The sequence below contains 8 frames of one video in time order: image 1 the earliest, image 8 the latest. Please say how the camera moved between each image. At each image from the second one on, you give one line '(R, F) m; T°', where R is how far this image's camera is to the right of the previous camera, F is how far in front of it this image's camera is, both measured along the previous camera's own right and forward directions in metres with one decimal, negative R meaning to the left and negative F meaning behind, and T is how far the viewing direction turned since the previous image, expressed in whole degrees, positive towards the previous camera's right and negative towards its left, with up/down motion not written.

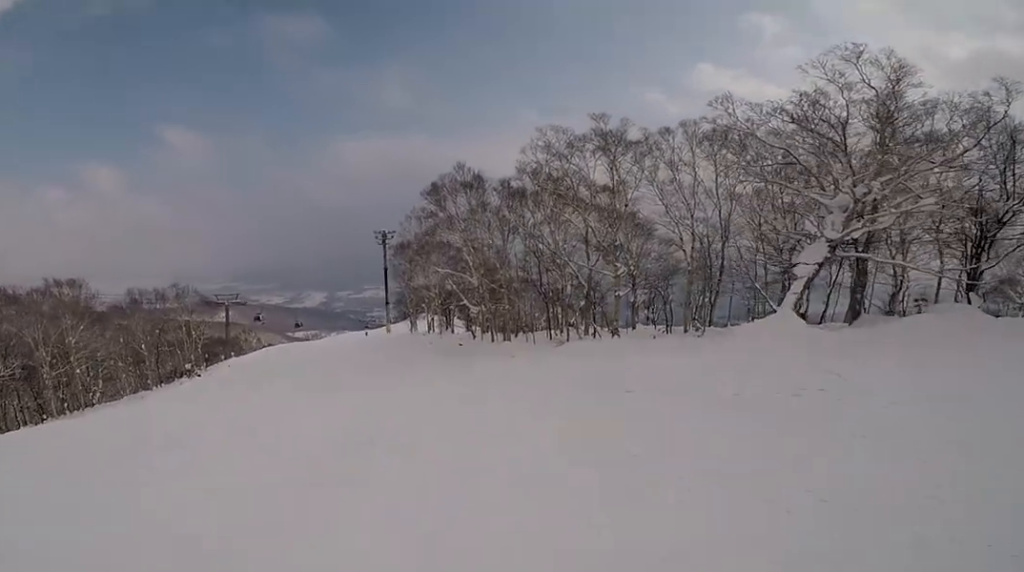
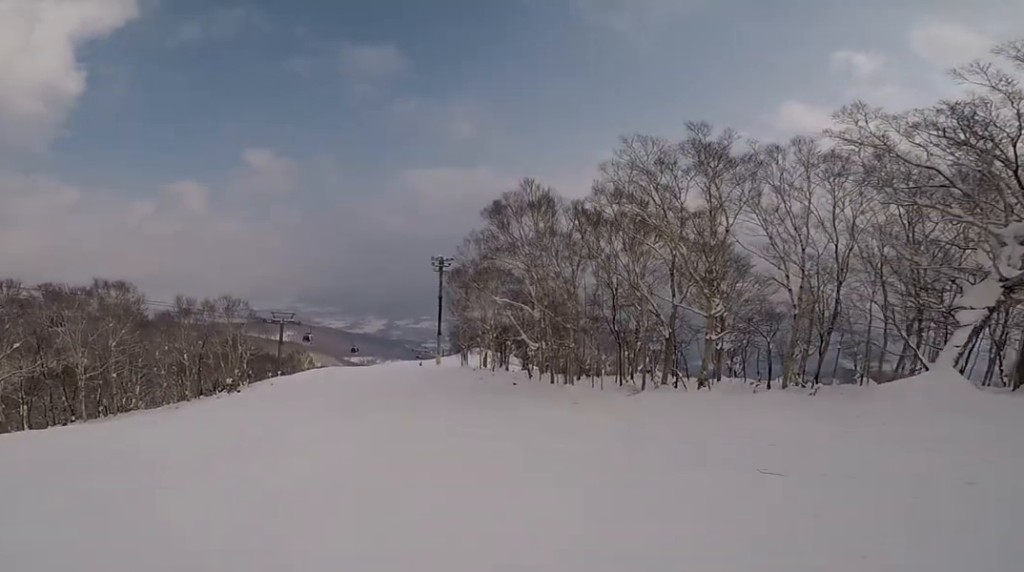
(-0.3, +3.6) m; -4°
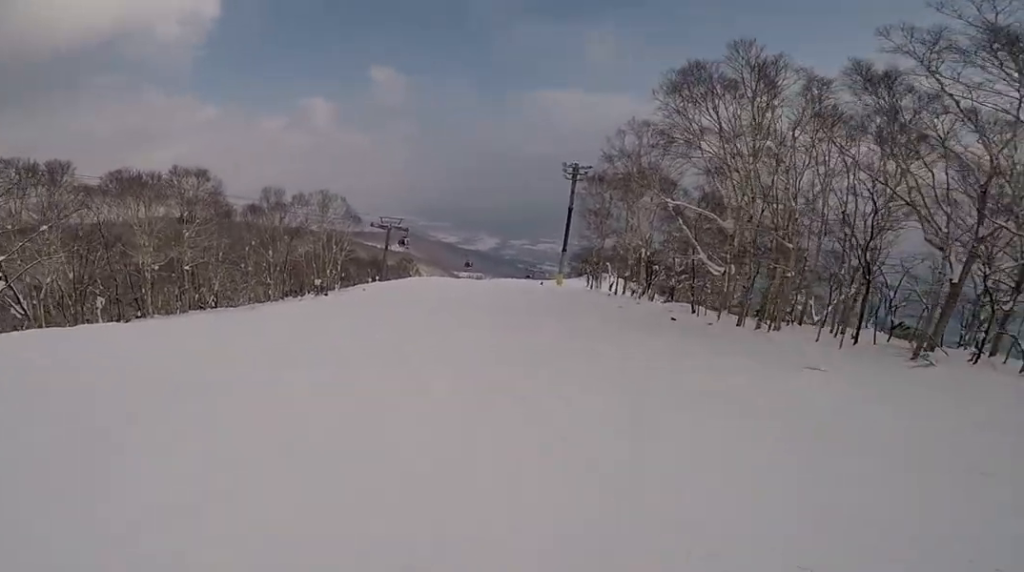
(0.0, +8.6) m; +4°
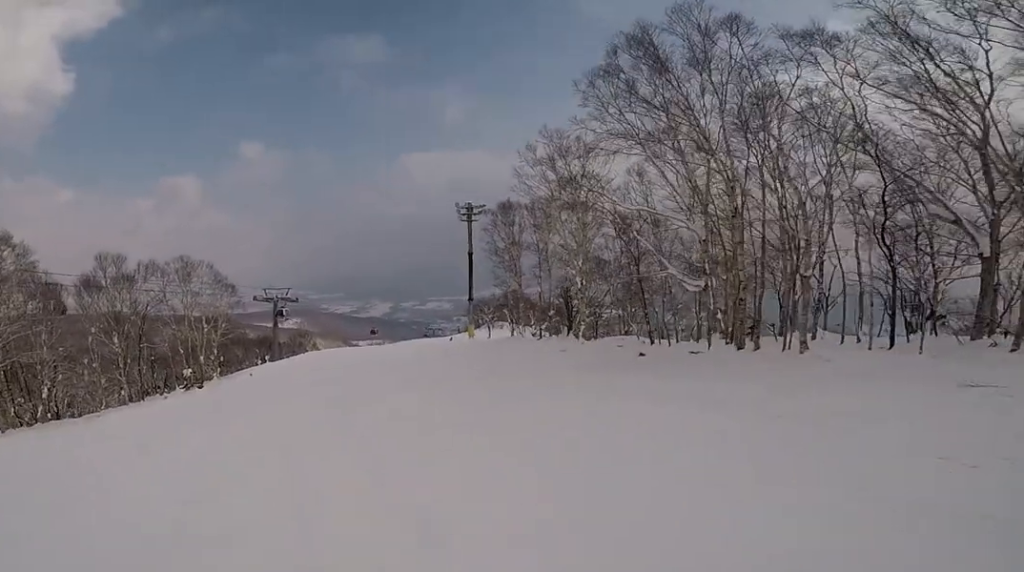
(+0.5, +7.1) m; +8°
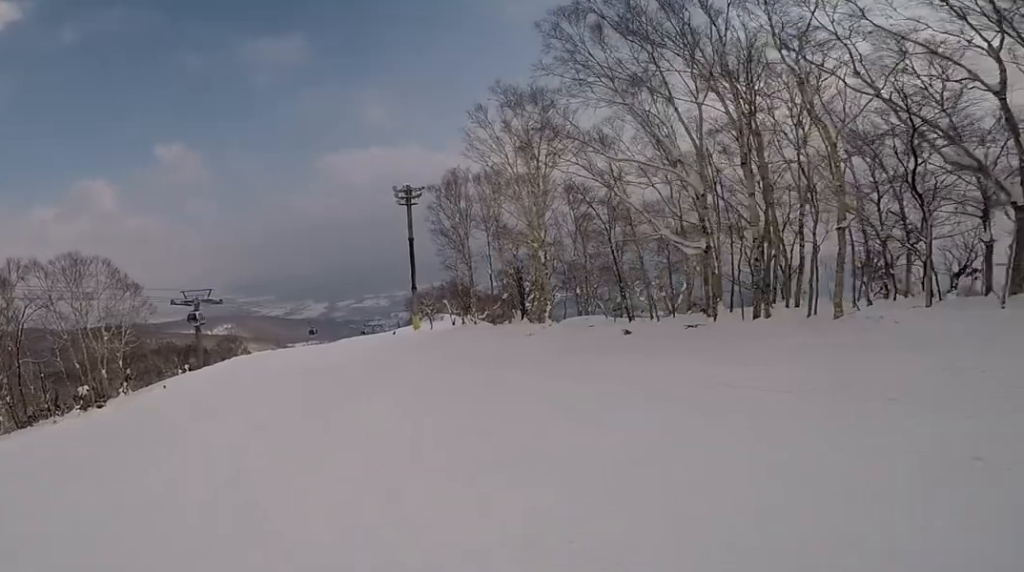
(+0.8, +3.9) m; 0°
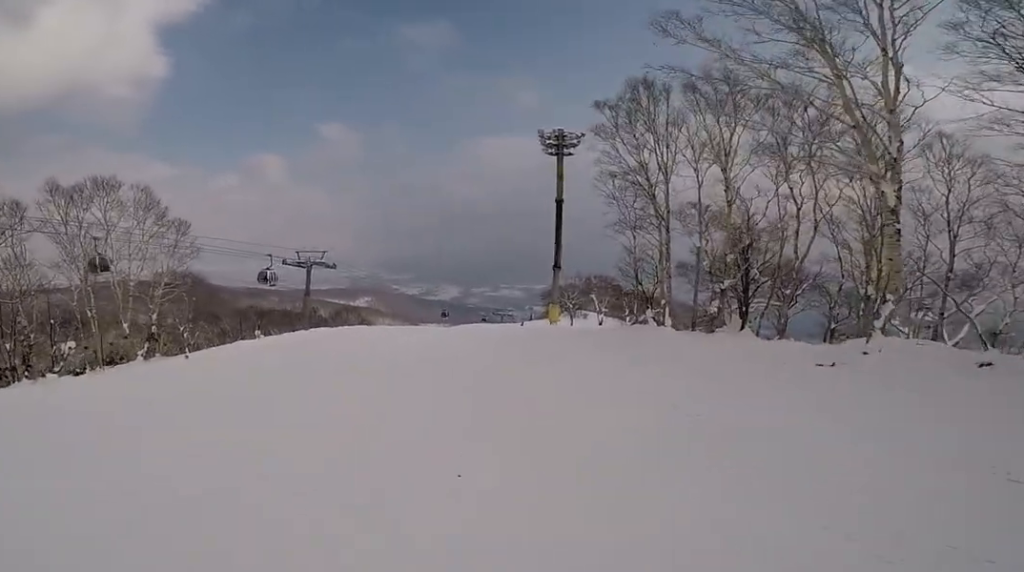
(-2.0, +11.3) m; -12°
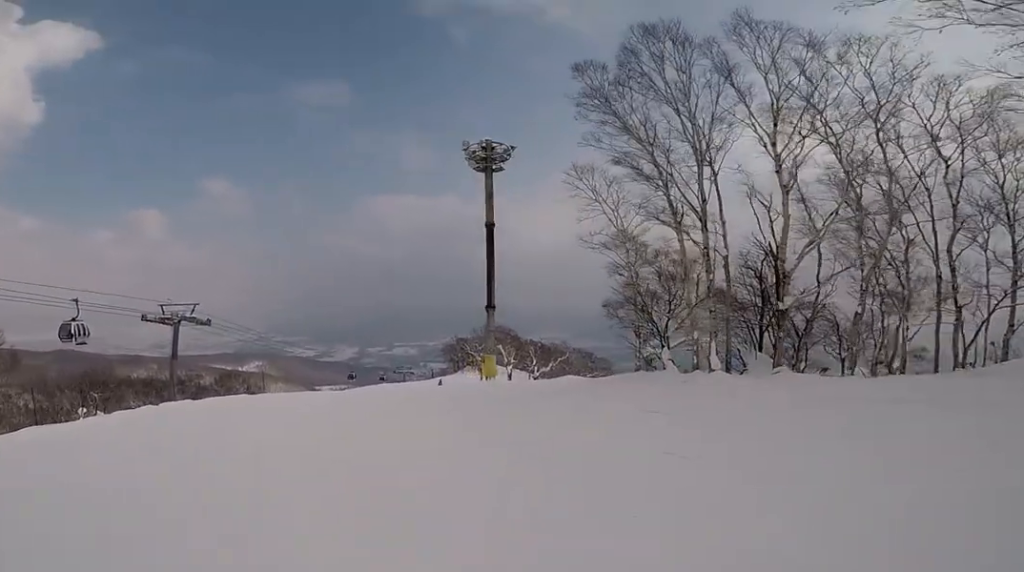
(0.0, +8.5) m; +1°
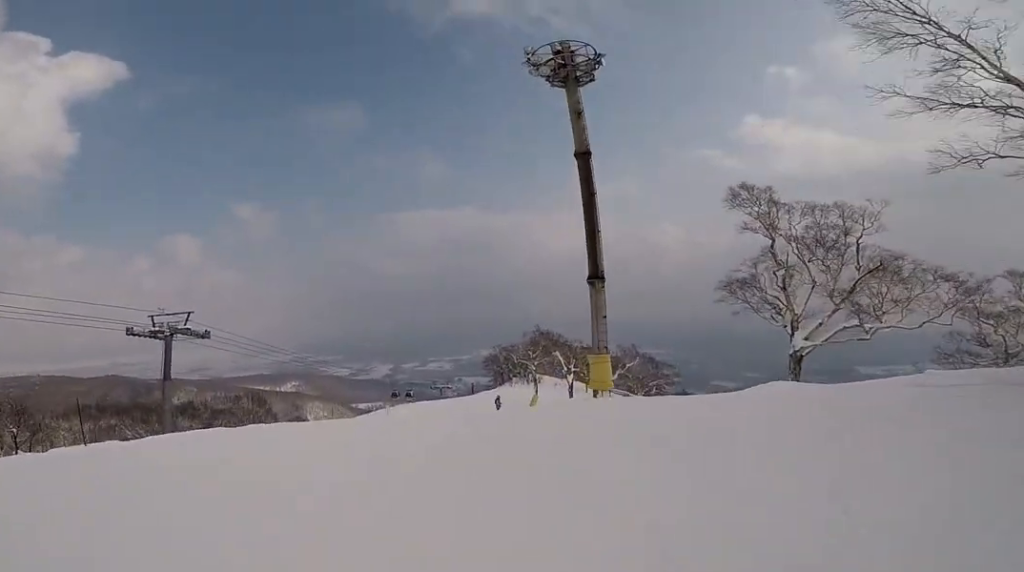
(+1.3, +10.7) m; +14°
